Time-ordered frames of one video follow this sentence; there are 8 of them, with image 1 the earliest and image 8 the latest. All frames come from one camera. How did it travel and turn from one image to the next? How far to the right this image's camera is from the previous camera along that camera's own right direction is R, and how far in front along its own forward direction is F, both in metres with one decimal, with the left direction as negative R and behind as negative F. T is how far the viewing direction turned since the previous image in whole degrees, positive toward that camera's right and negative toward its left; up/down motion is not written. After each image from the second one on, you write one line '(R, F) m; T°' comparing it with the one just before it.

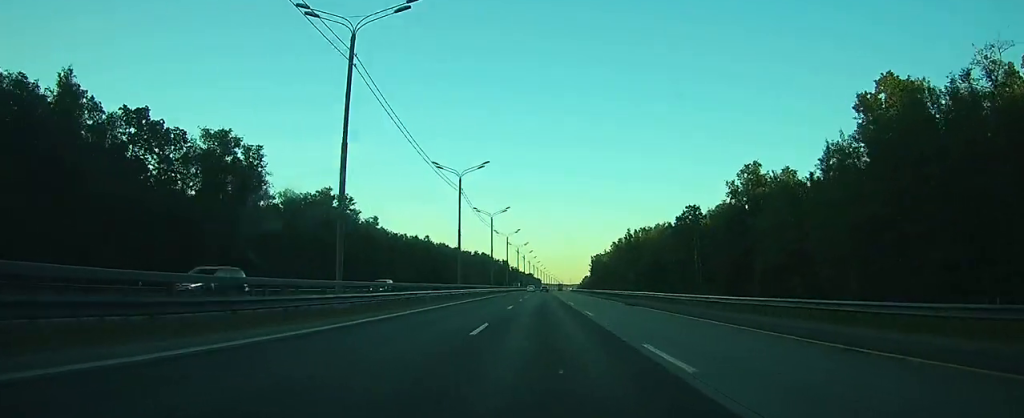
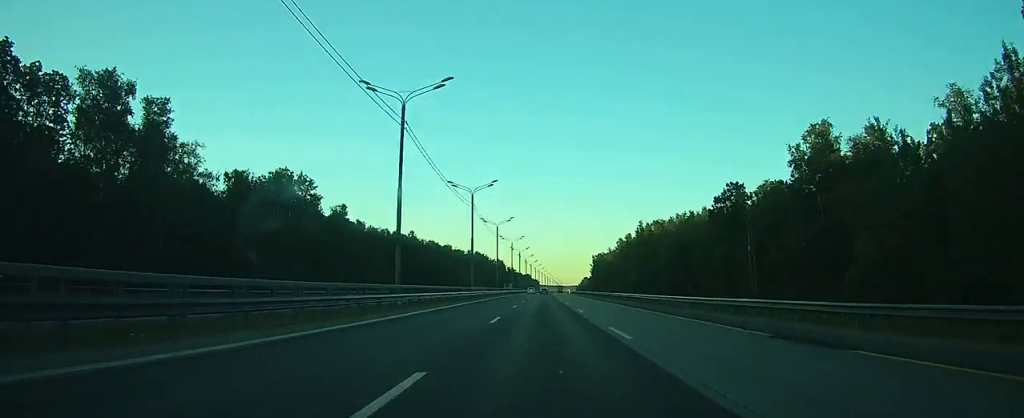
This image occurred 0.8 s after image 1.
(0.0, +26.2) m; 0°
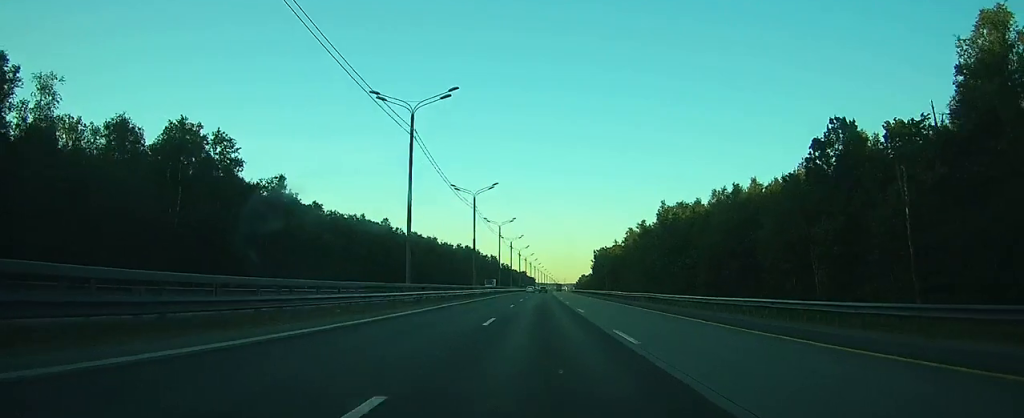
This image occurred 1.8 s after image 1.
(+0.1, +33.8) m; 0°
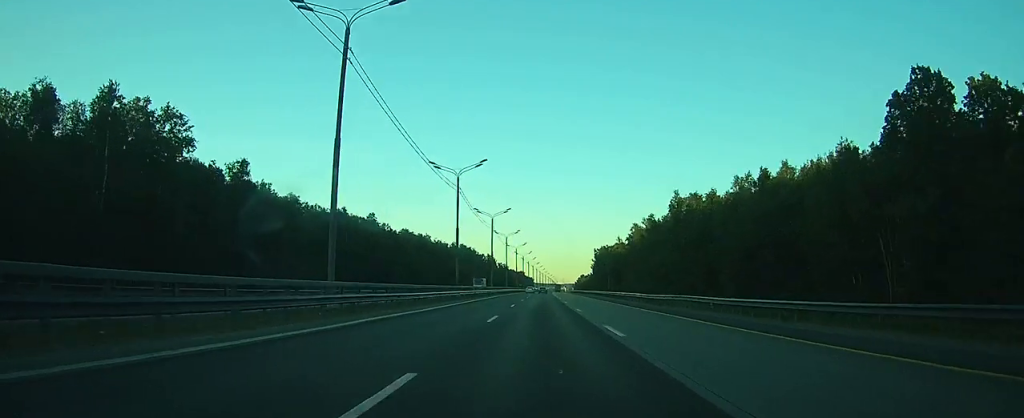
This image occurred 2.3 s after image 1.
(0.0, +14.2) m; 0°
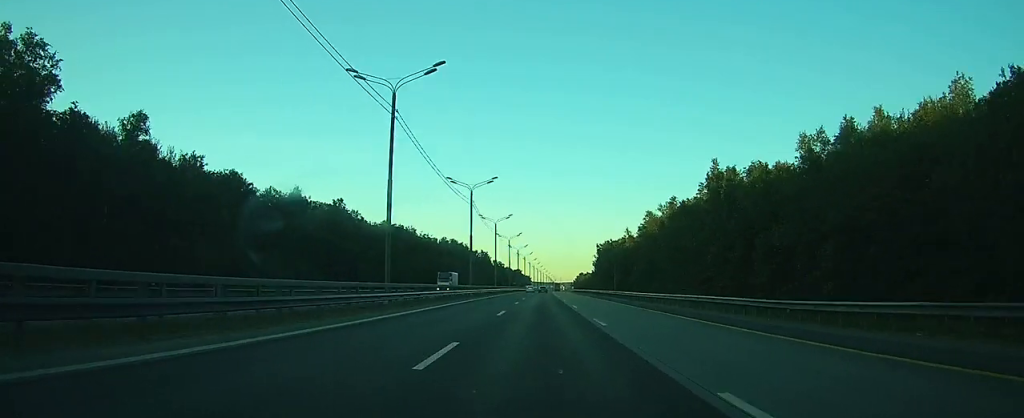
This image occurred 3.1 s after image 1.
(+0.1, +27.2) m; 0°
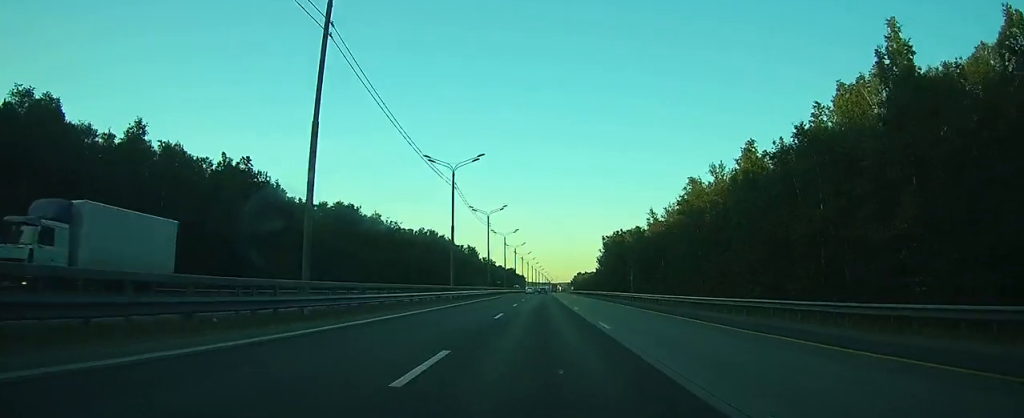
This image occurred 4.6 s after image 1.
(+0.1, +49.0) m; 0°
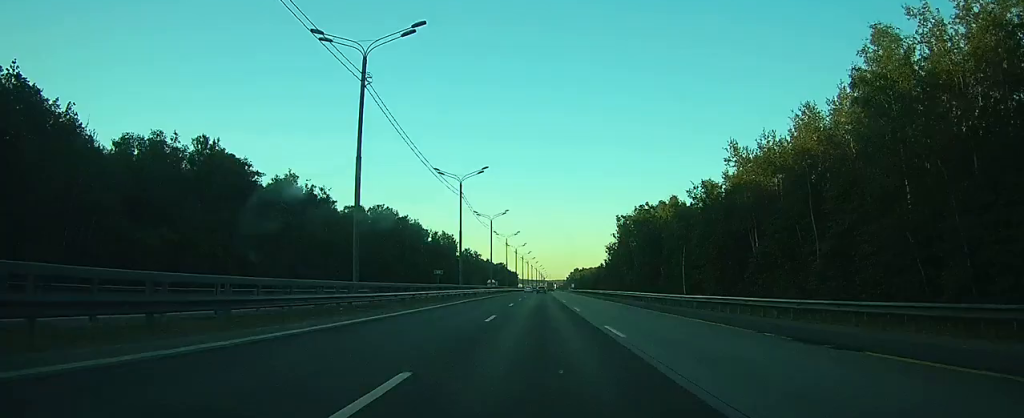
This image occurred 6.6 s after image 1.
(+0.6, +66.6) m; +1°
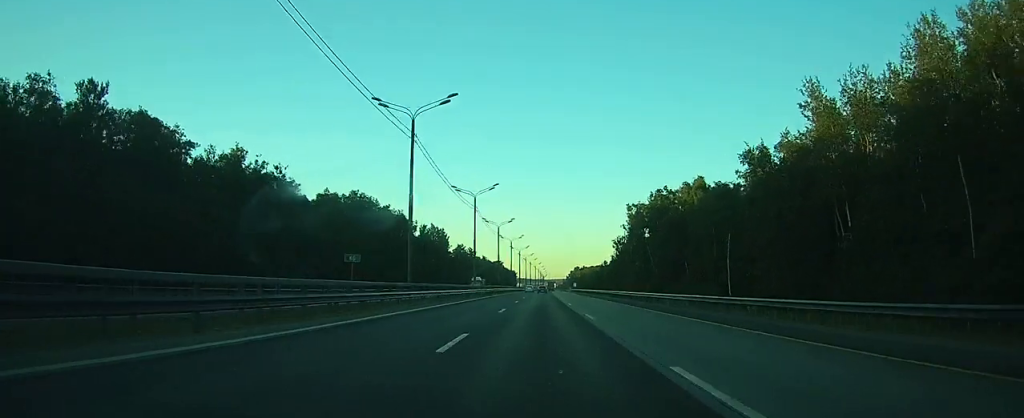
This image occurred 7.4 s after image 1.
(0.0, +25.2) m; 0°
